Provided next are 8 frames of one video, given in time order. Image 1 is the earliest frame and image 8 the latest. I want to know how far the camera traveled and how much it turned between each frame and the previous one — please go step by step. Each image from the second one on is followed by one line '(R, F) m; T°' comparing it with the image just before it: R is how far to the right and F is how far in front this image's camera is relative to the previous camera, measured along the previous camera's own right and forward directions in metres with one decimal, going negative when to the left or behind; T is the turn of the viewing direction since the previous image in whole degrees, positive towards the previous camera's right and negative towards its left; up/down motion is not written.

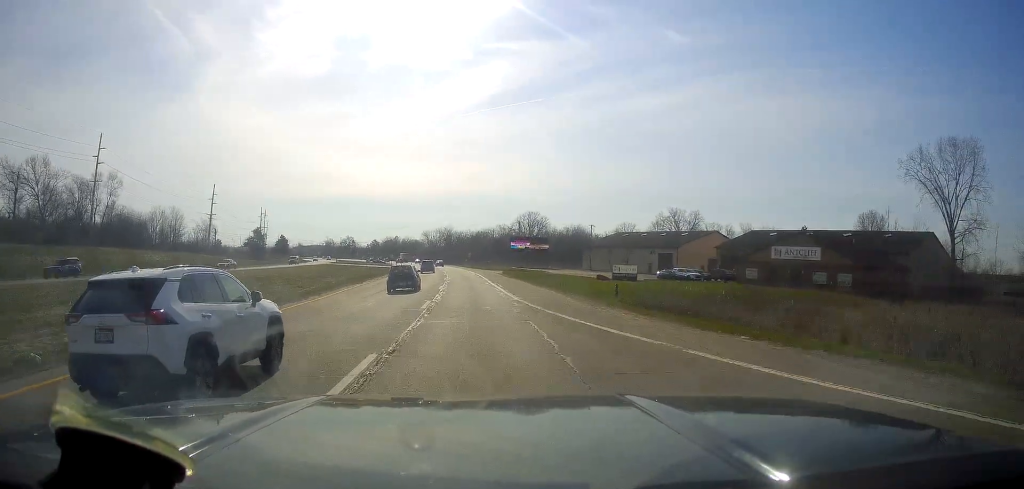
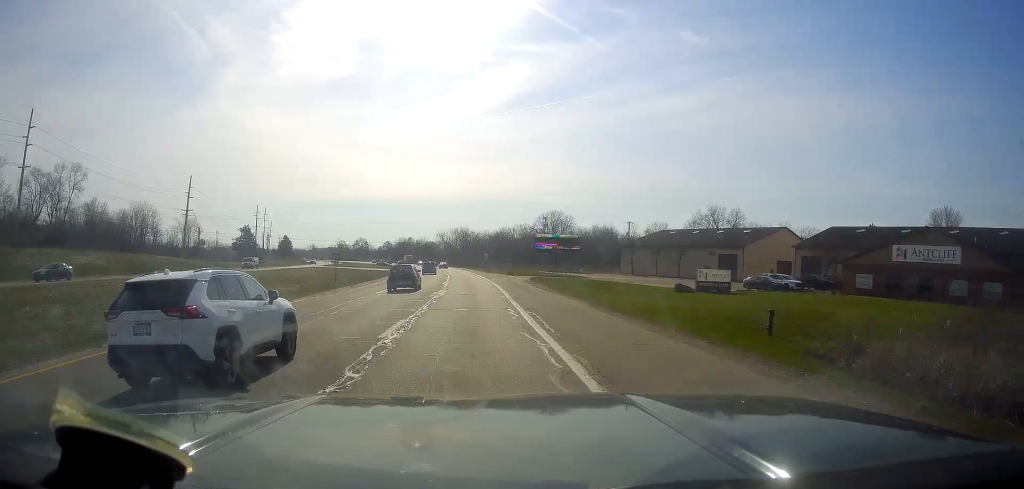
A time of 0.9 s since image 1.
(-0.2, +23.2) m; -1°
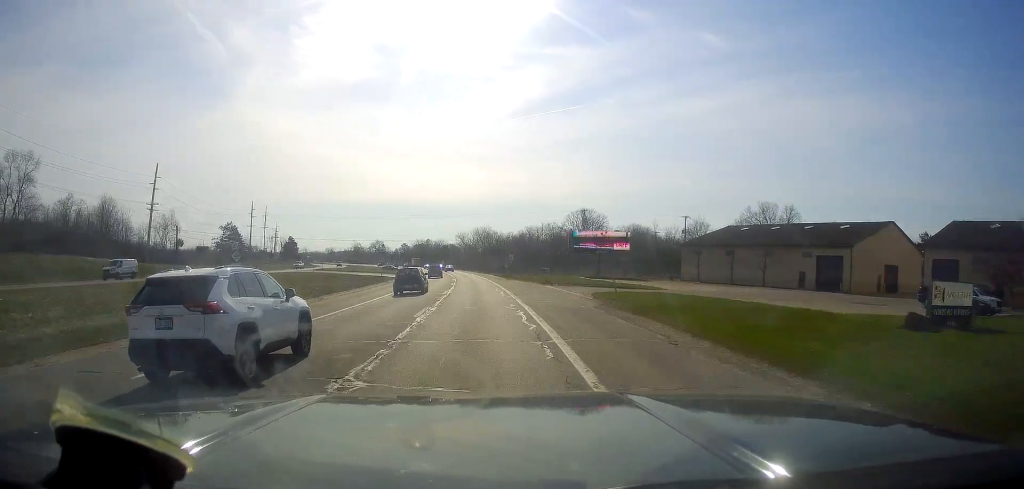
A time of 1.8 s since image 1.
(-0.4, +24.9) m; -2°
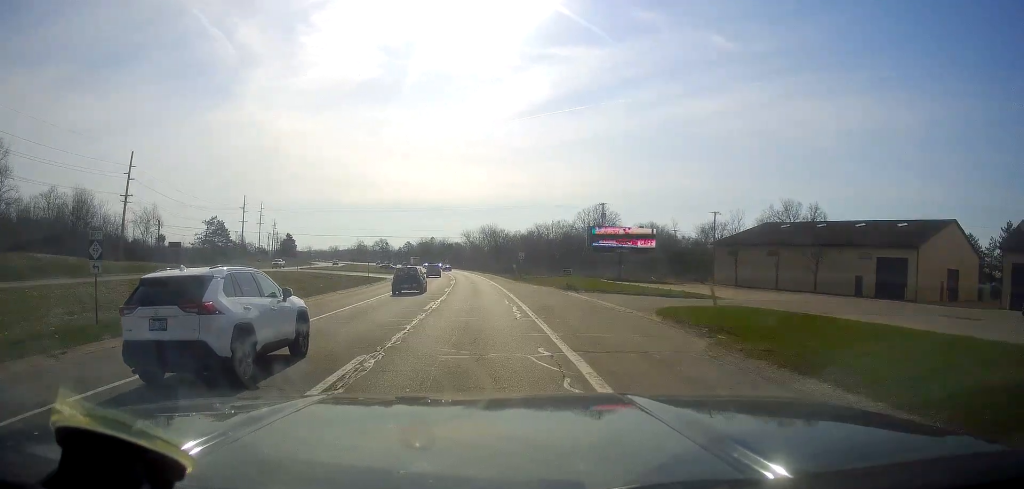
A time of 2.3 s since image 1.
(+0.1, +11.8) m; -1°
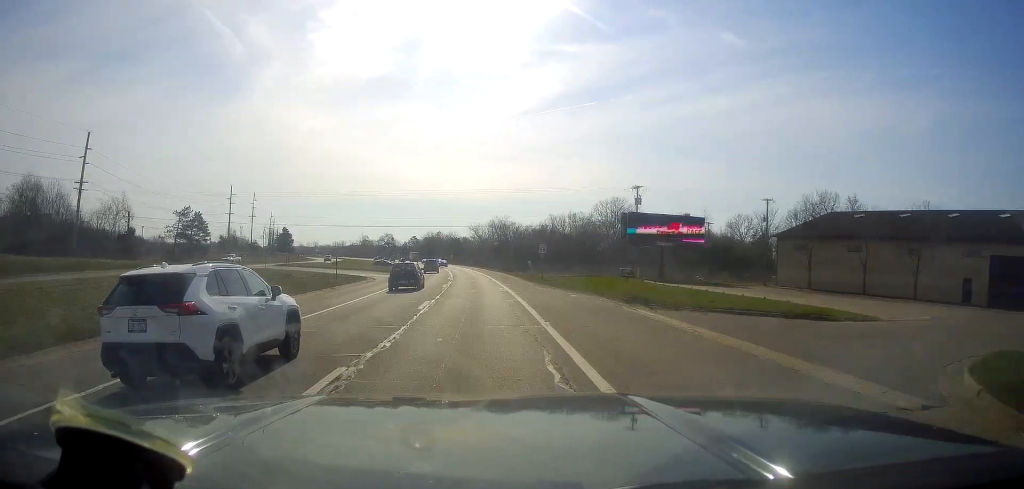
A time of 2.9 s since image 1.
(-0.5, +16.6) m; -1°
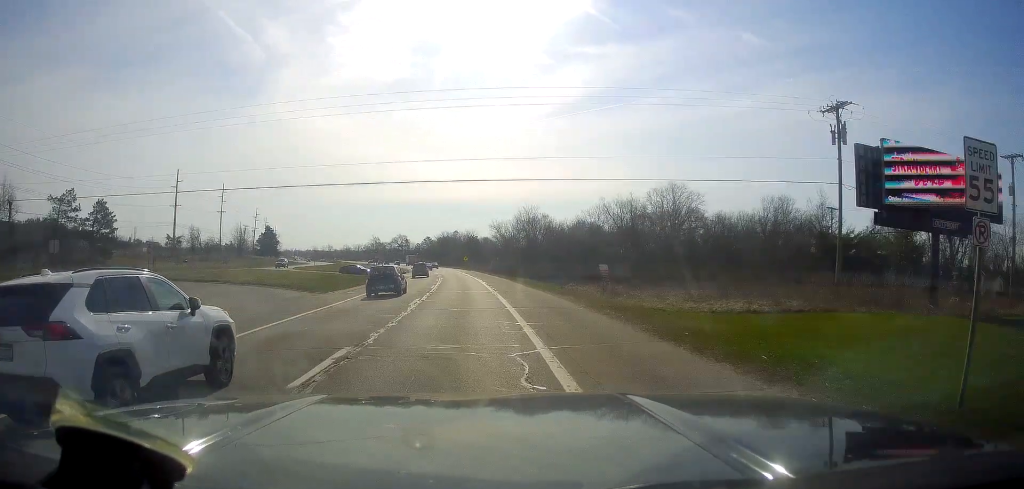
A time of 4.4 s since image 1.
(-0.4, +43.0) m; -1°
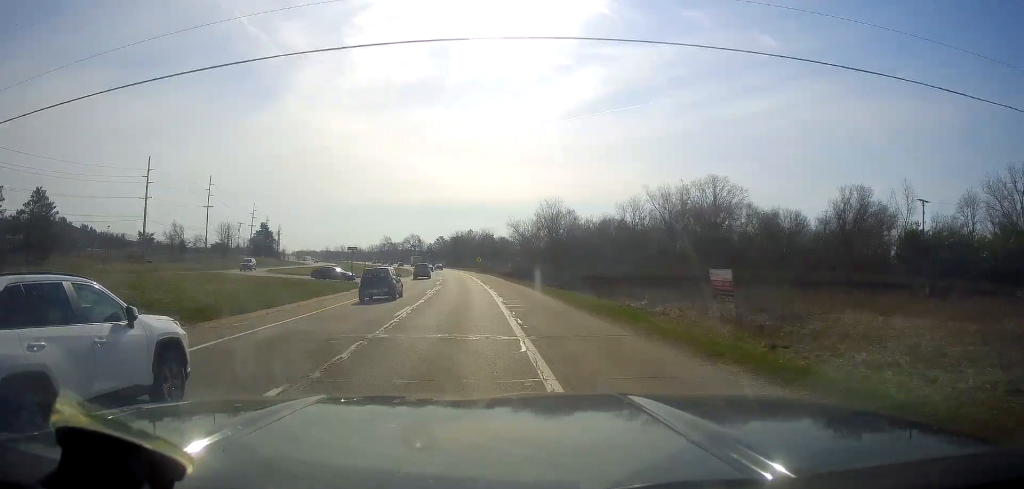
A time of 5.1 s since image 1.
(-0.4, +19.1) m; -2°
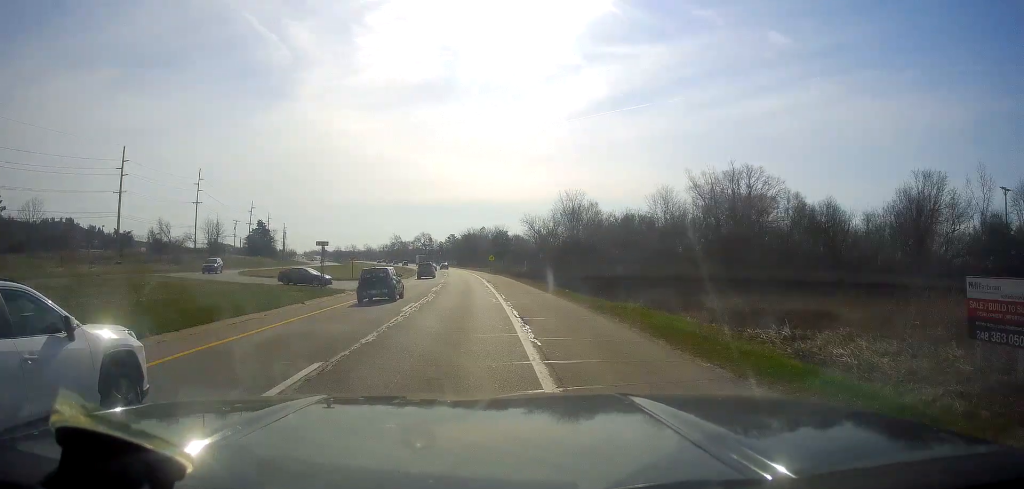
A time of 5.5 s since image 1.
(-0.1, +13.4) m; -1°
